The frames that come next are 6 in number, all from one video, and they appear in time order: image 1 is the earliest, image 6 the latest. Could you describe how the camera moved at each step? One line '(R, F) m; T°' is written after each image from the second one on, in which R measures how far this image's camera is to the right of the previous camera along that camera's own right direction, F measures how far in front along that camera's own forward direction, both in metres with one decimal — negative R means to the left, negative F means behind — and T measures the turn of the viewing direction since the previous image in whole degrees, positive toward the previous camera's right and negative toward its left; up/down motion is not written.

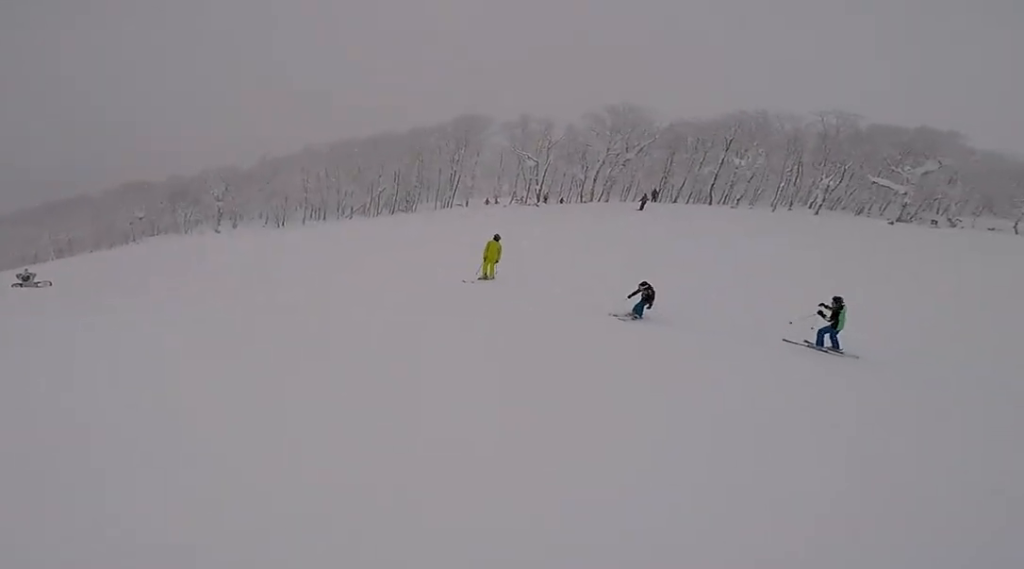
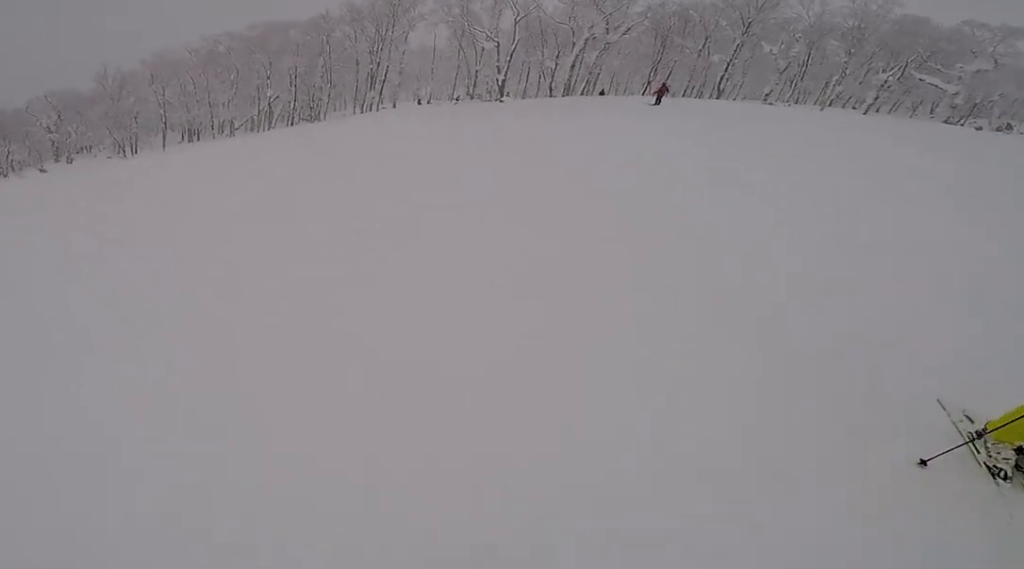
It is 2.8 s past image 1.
(+4.8, +13.8) m; +36°
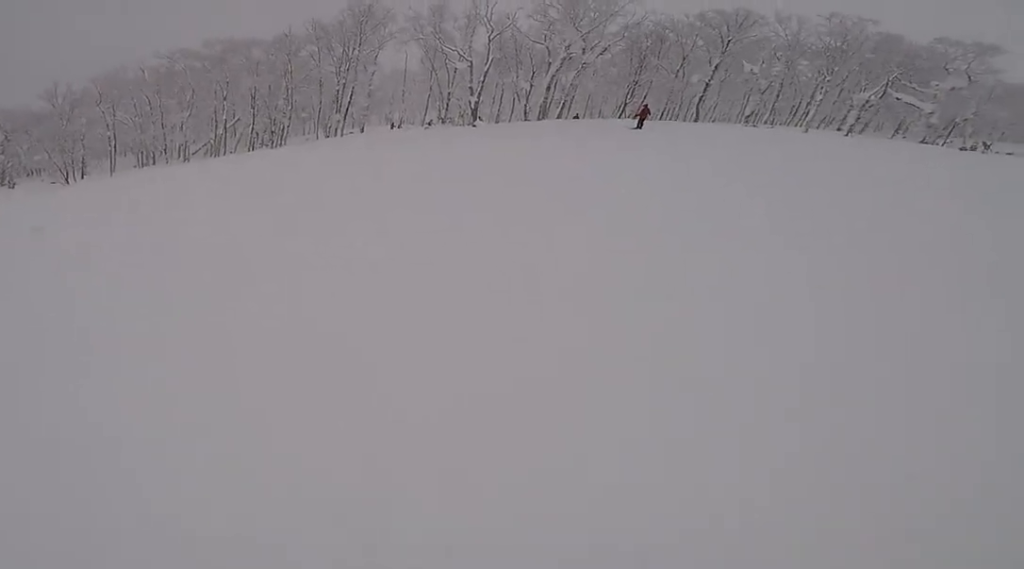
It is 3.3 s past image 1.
(0.0, +2.8) m; -7°
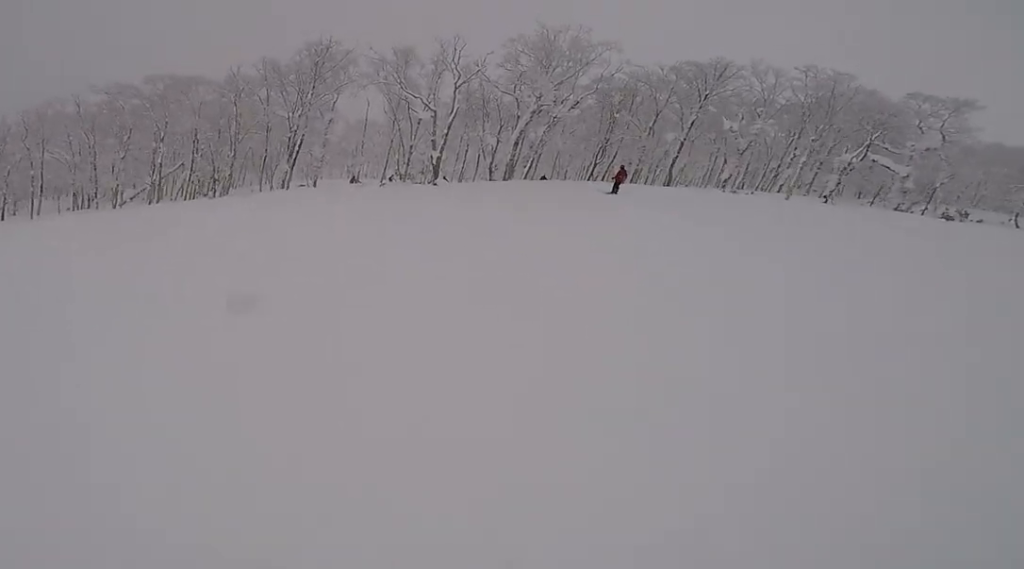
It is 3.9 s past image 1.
(+0.1, +3.8) m; -16°
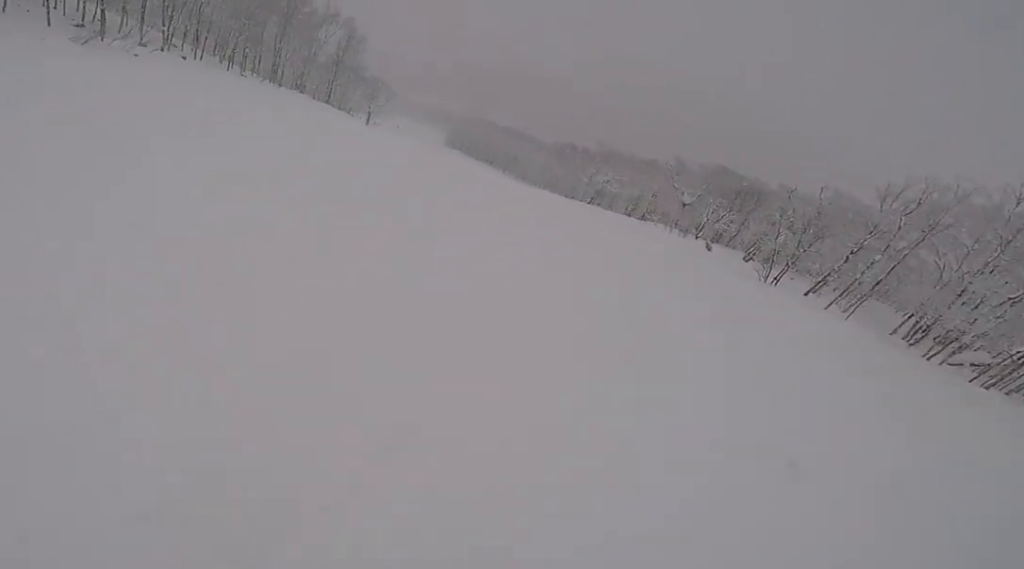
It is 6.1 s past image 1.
(-5.5, +9.4) m; -67°
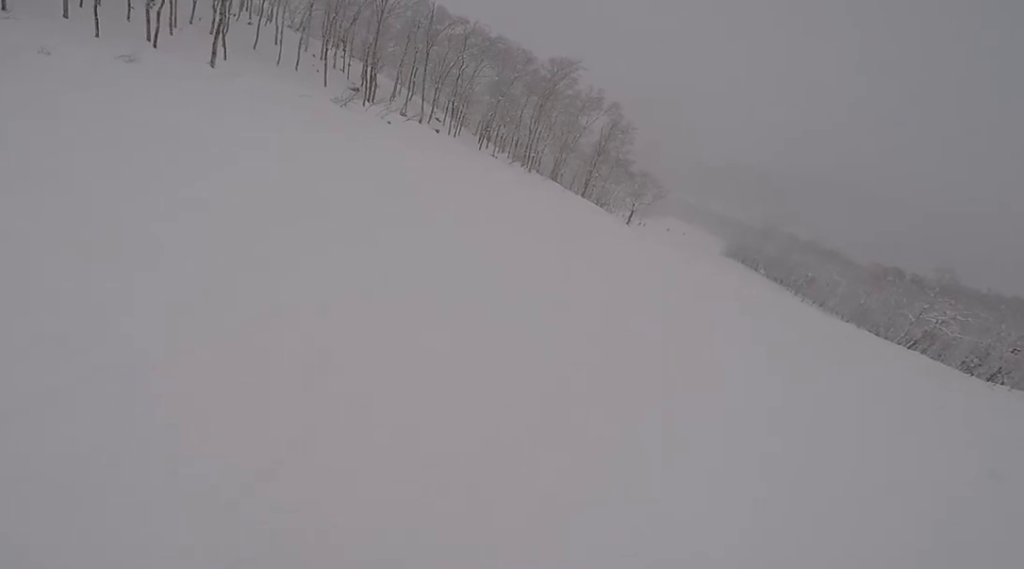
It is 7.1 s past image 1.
(-1.8, +3.8) m; -27°
